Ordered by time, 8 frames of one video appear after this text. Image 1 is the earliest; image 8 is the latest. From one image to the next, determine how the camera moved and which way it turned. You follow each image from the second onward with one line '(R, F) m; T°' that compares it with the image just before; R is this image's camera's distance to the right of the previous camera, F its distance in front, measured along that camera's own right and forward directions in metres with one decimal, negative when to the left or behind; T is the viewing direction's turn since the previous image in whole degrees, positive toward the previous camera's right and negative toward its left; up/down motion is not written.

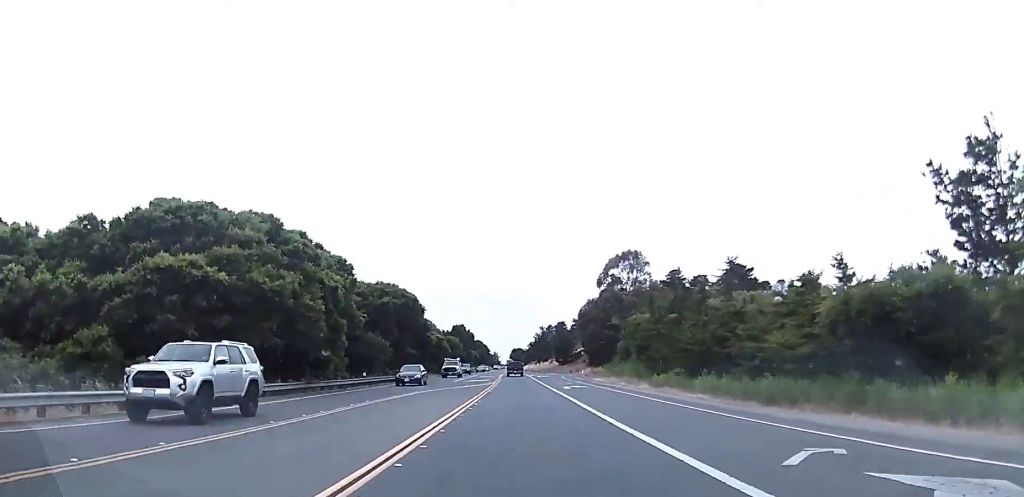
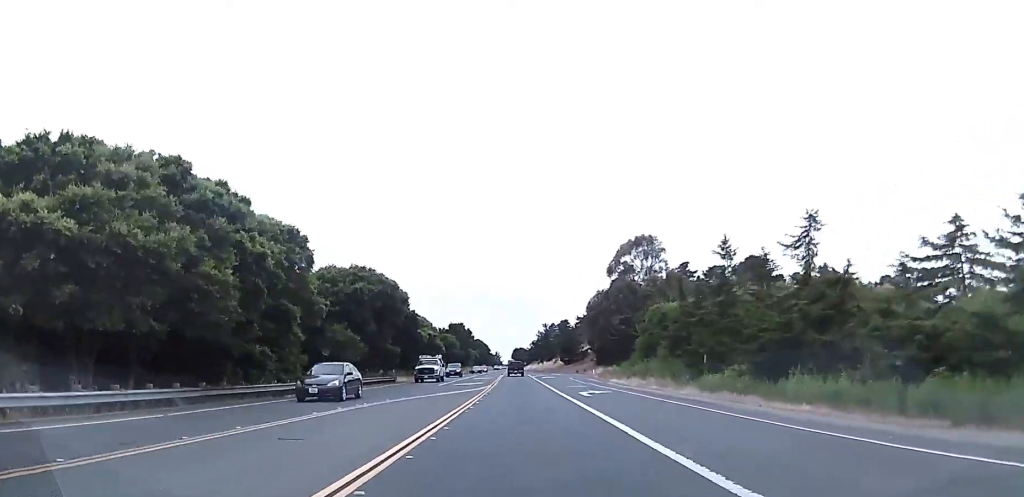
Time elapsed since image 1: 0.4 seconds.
(0.0, +11.7) m; 0°
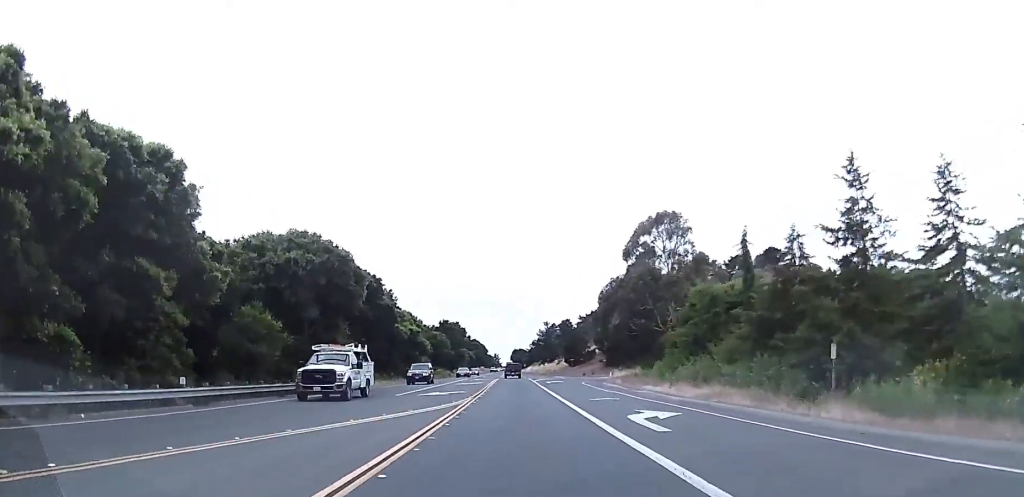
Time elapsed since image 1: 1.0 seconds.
(-0.2, +16.3) m; -1°
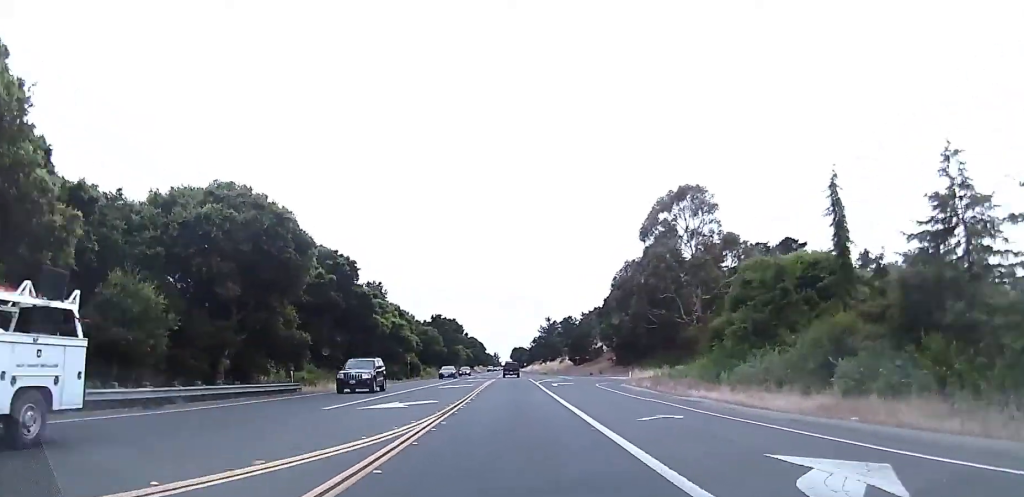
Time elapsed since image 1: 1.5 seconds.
(-0.1, +11.8) m; 0°
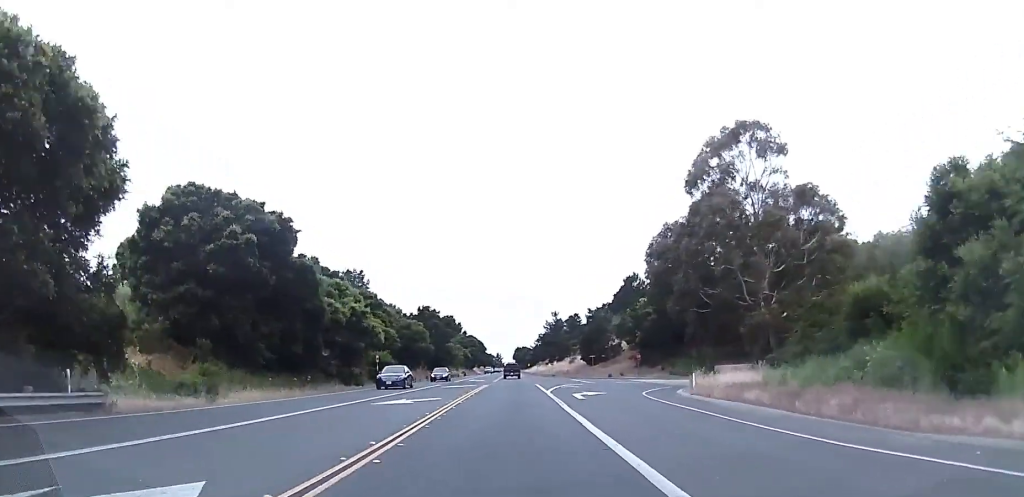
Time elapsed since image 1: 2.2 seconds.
(-0.1, +19.0) m; 0°
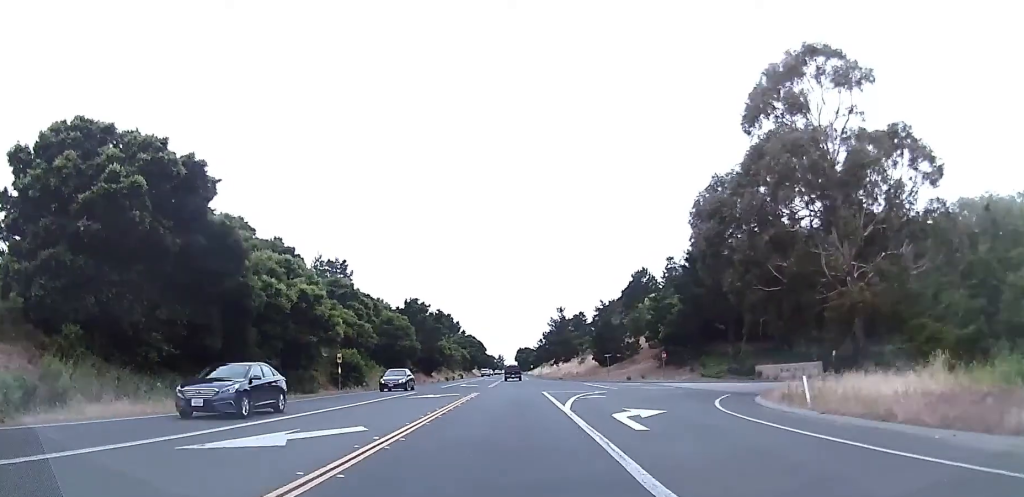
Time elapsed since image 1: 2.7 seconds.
(+0.1, +13.6) m; 0°
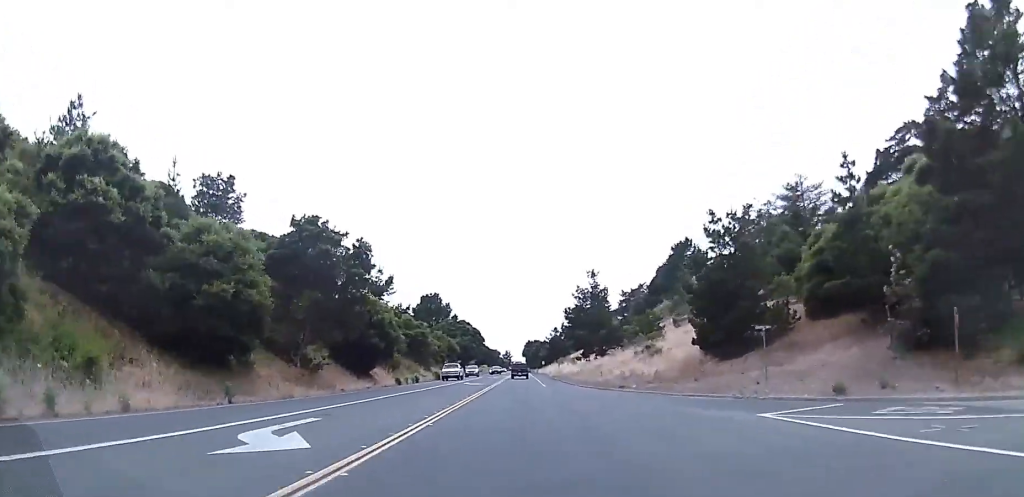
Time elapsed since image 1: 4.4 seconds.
(-0.2, +48.0) m; -1°
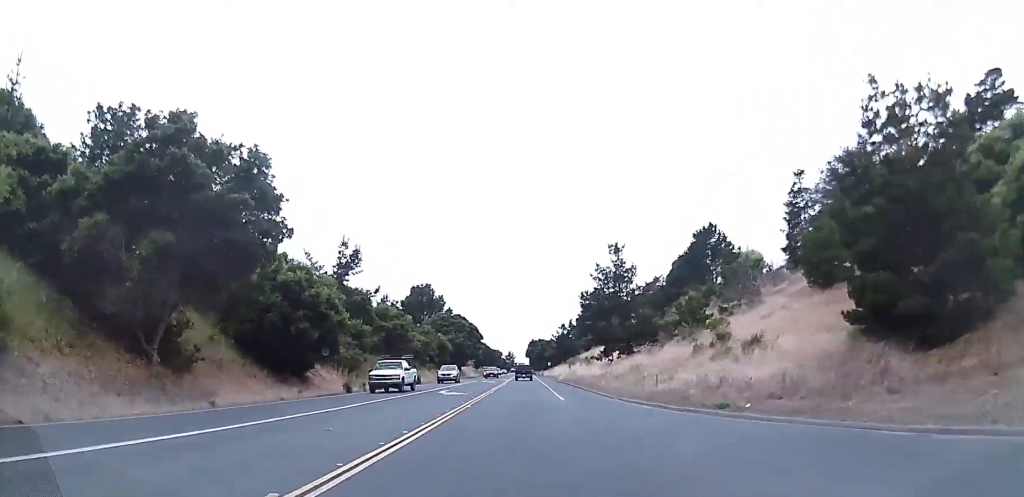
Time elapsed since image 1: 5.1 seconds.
(-0.3, +19.1) m; 0°
